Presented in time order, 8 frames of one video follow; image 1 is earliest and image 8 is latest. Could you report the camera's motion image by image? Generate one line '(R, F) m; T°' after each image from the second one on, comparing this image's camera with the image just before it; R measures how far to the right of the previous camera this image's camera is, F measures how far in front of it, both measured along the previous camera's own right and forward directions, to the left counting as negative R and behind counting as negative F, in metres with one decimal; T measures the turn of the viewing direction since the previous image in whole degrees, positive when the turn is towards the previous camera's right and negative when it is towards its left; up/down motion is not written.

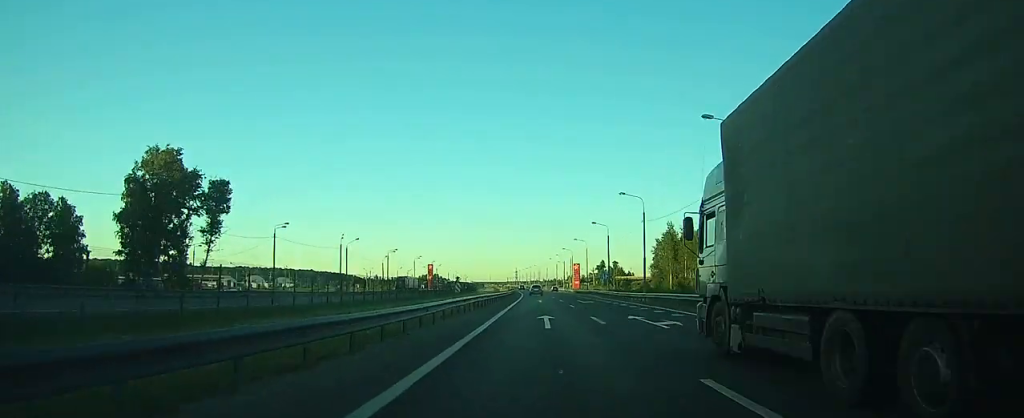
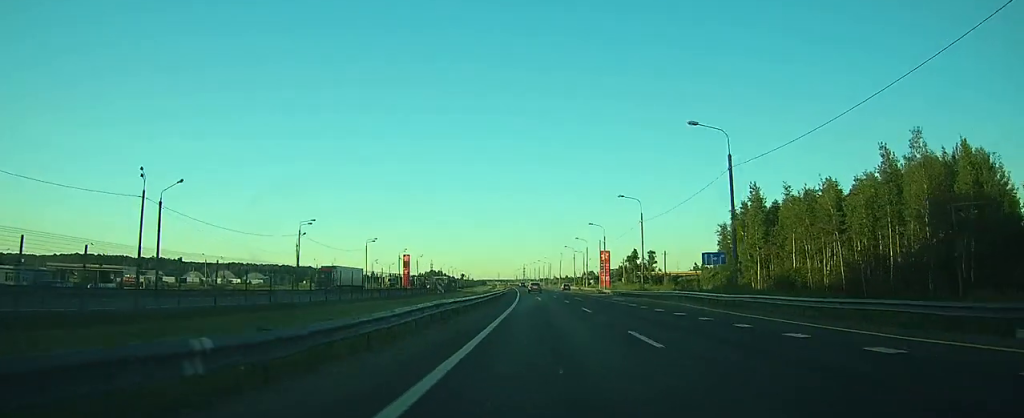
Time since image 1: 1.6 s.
(-0.5, +56.2) m; -1°
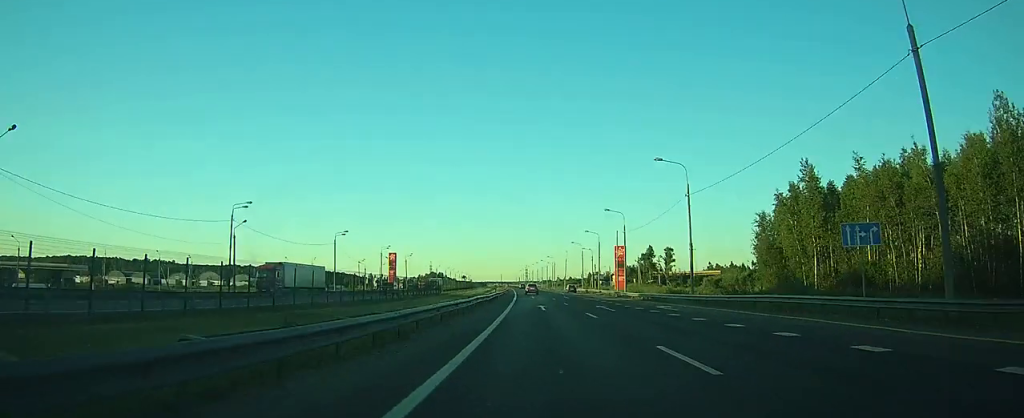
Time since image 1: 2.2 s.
(-0.1, +19.8) m; 0°
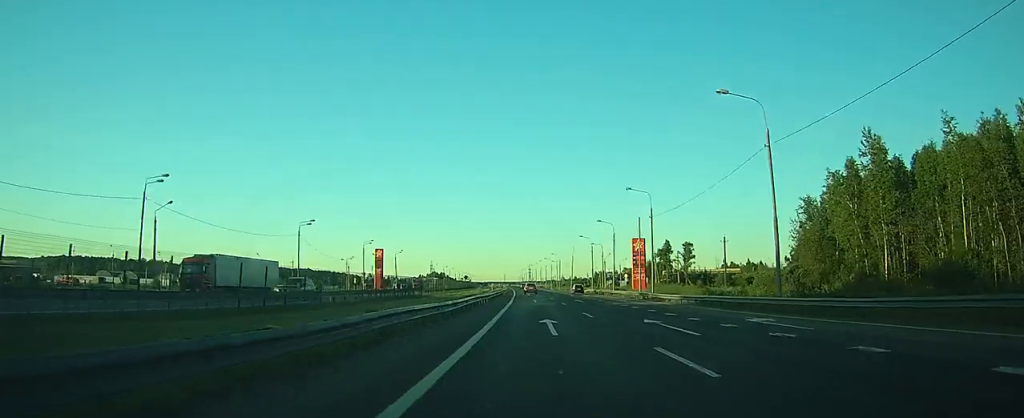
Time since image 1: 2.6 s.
(0.0, +16.3) m; 0°
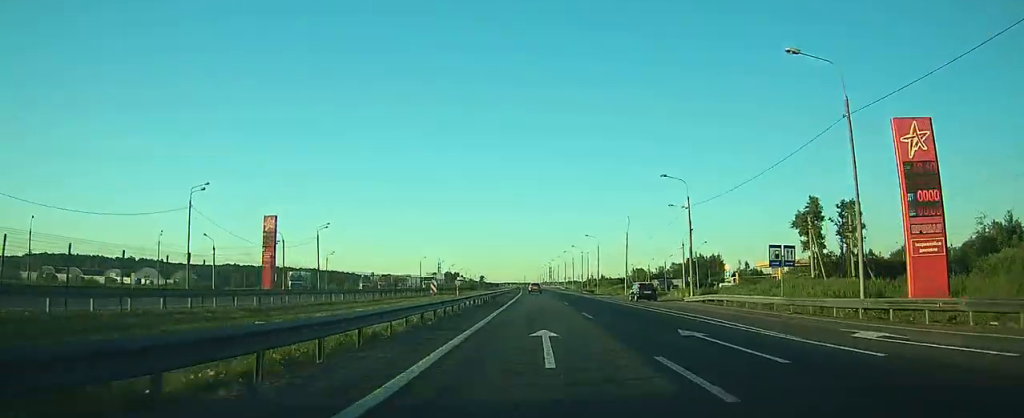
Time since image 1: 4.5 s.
(-0.9, +66.3) m; -2°
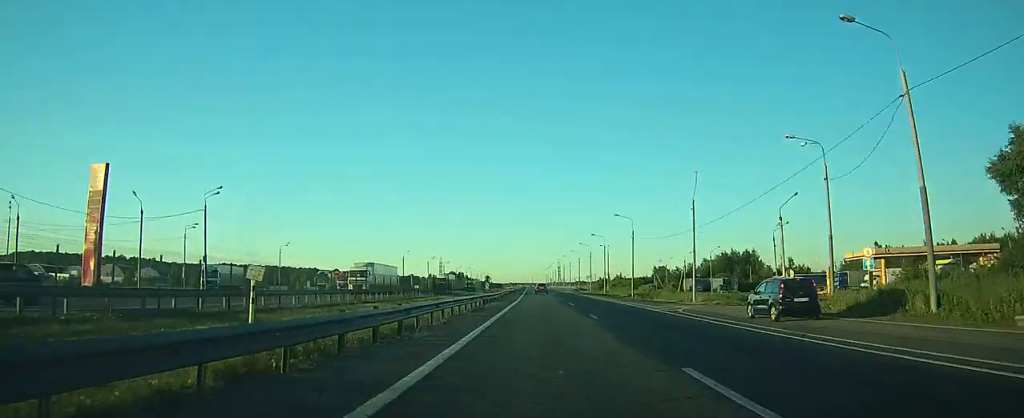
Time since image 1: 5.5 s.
(-0.2, +33.6) m; -1°
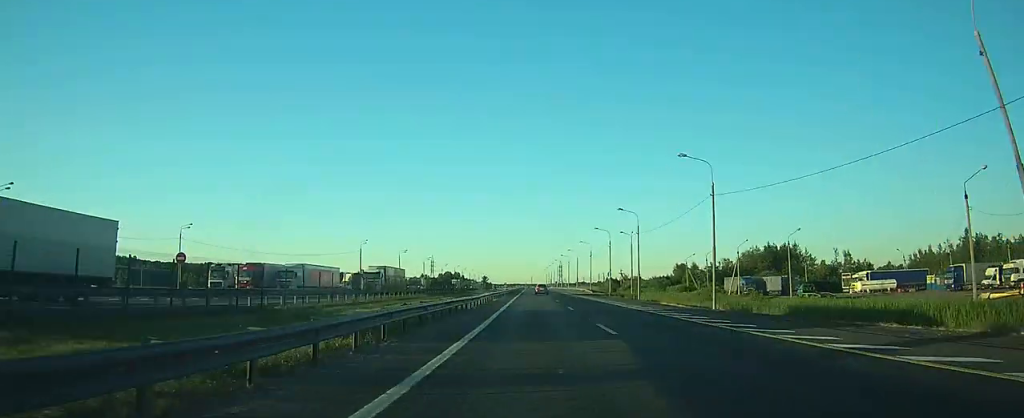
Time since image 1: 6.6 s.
(-0.2, +37.0) m; 0°
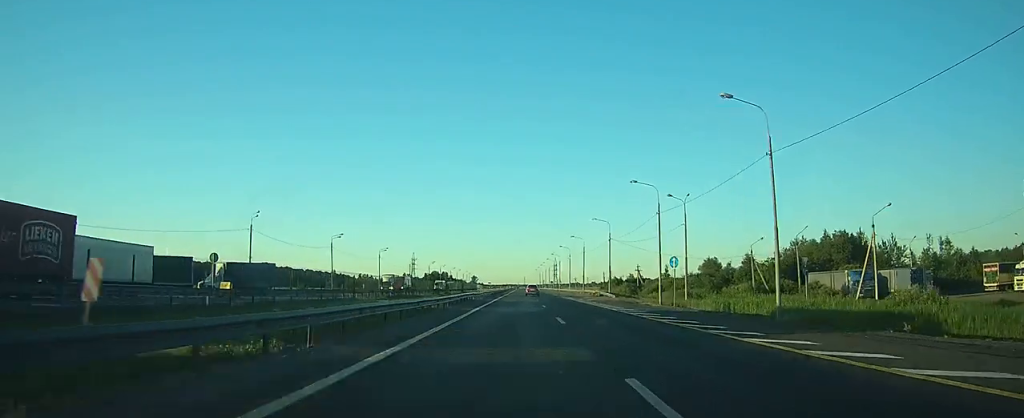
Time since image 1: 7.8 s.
(-0.1, +44.0) m; 0°
